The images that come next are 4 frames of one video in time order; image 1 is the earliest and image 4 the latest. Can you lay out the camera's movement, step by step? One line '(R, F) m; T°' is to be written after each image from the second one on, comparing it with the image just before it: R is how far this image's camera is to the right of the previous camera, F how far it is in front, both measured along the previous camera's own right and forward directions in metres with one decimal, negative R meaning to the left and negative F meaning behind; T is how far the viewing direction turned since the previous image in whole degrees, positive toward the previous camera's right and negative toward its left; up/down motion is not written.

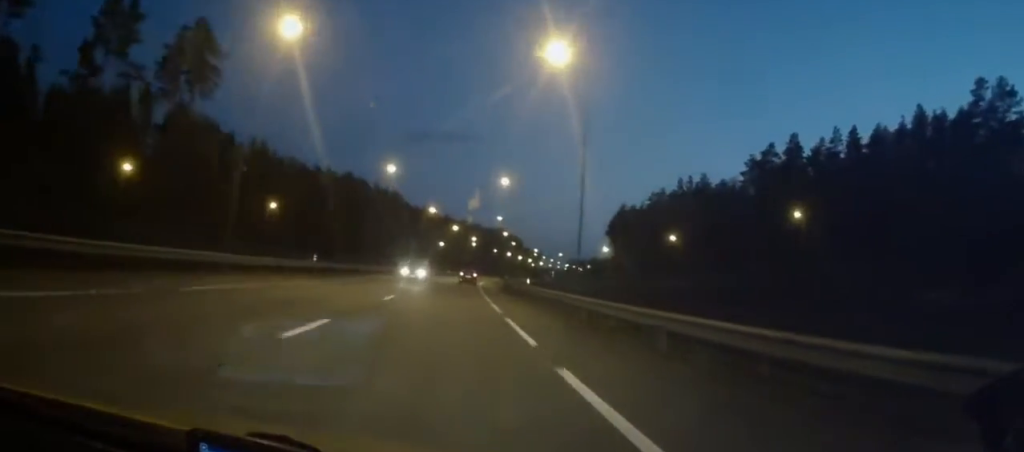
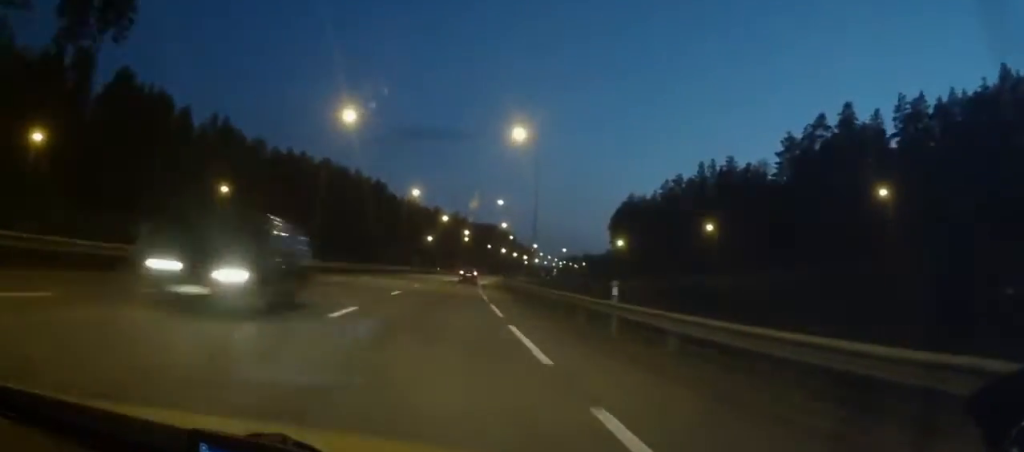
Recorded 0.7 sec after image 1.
(+0.2, +21.0) m; +1°
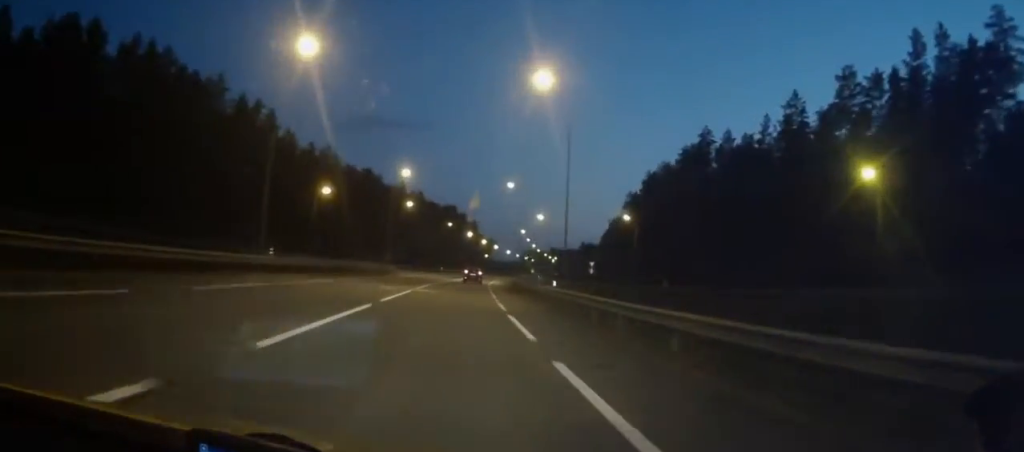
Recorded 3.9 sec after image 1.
(+3.7, +89.0) m; +4°
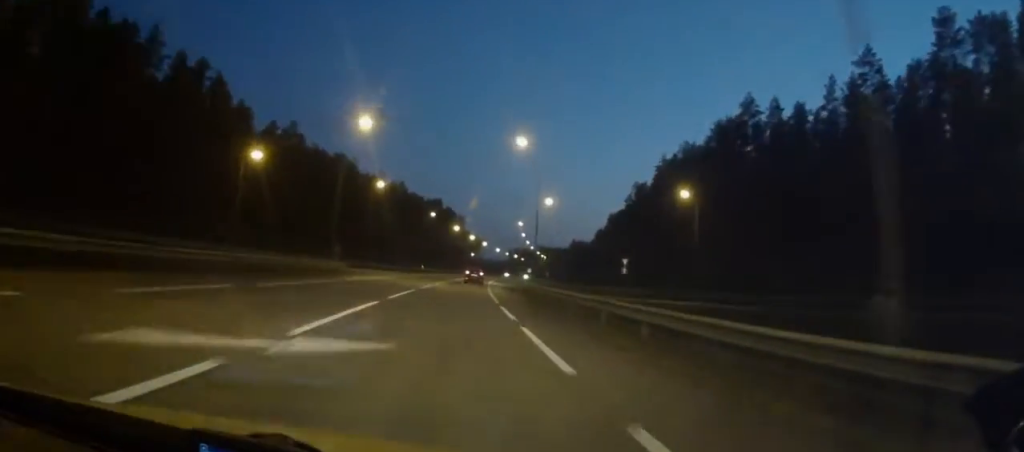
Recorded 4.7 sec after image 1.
(0.0, +22.1) m; +1°
